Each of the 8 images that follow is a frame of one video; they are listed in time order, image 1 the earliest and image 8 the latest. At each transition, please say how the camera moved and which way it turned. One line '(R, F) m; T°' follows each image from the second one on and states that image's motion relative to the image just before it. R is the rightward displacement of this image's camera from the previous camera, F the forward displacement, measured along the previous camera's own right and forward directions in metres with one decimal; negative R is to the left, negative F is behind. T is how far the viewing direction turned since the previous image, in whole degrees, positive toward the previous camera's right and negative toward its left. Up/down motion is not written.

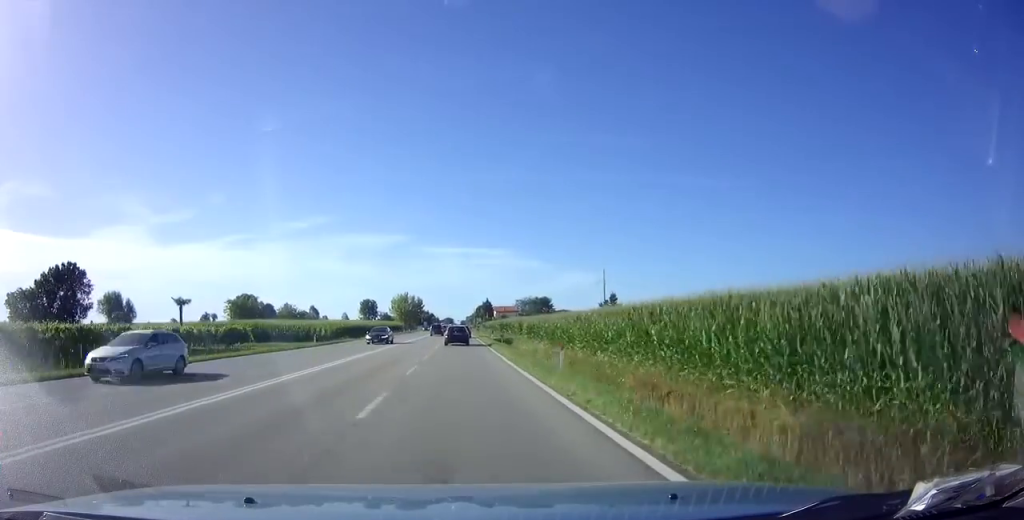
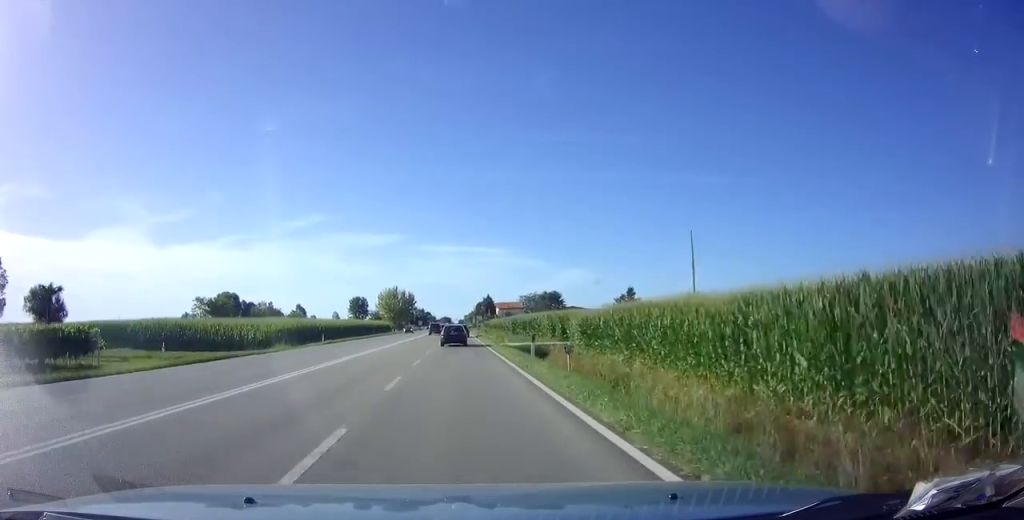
(0.0, +24.9) m; 0°
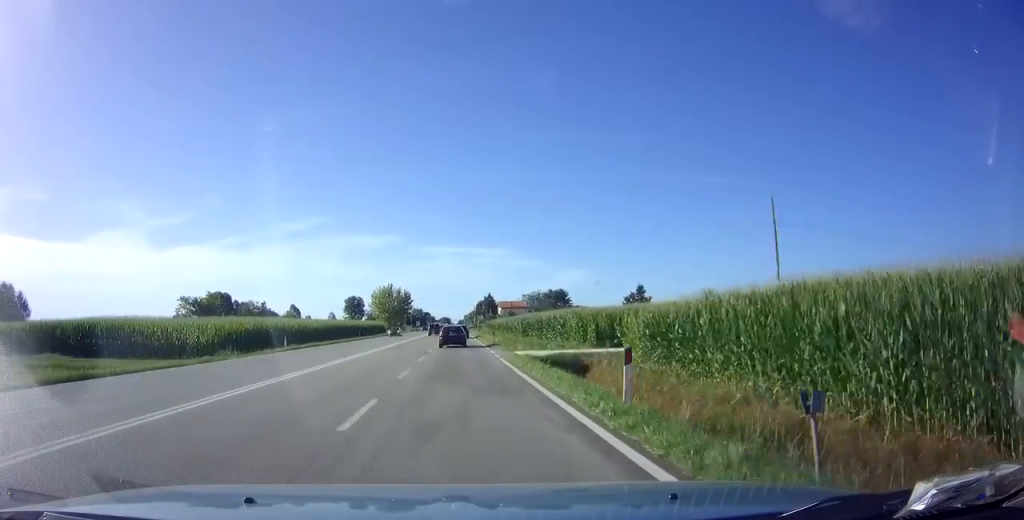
(0.0, +11.8) m; 0°
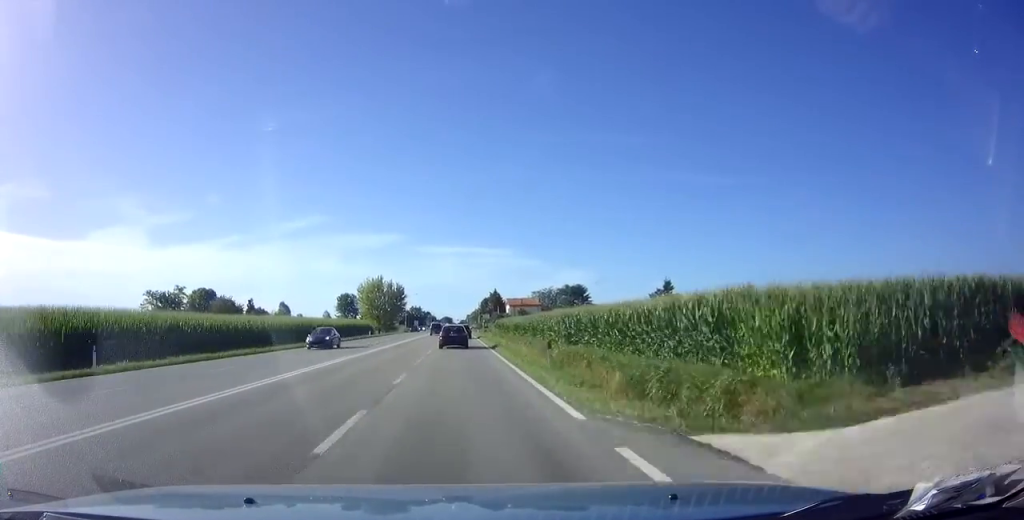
(0.0, +22.5) m; 0°
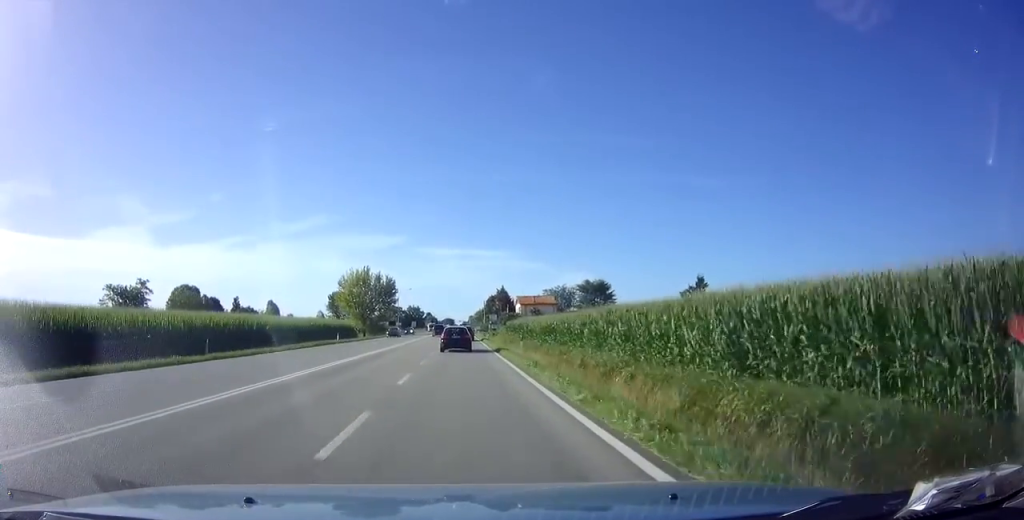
(-0.1, +21.3) m; 0°
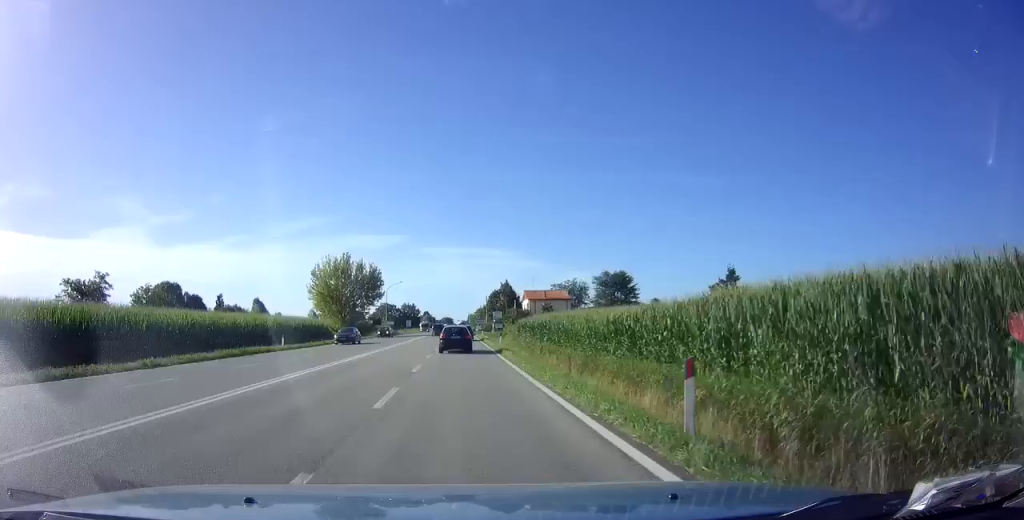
(0.0, +17.3) m; 0°
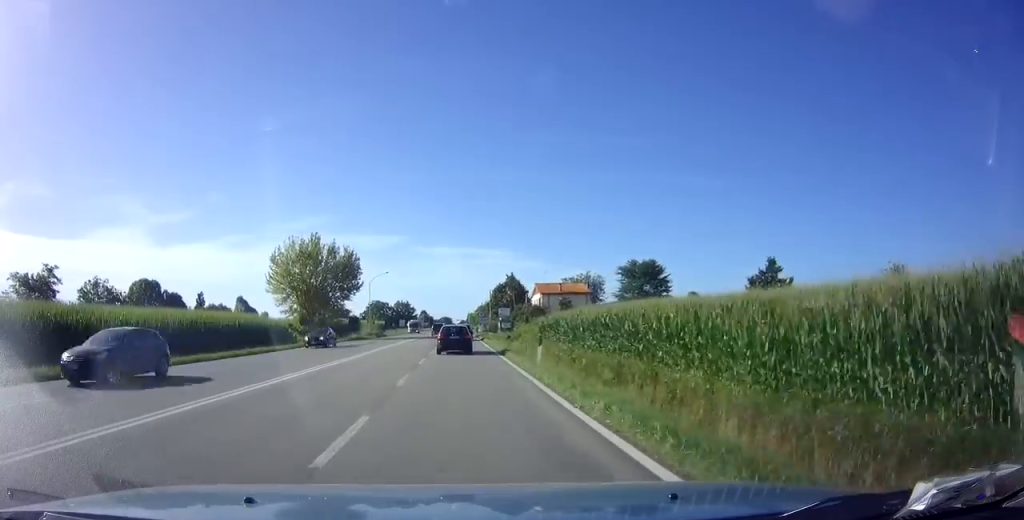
(+0.2, +18.7) m; 0°
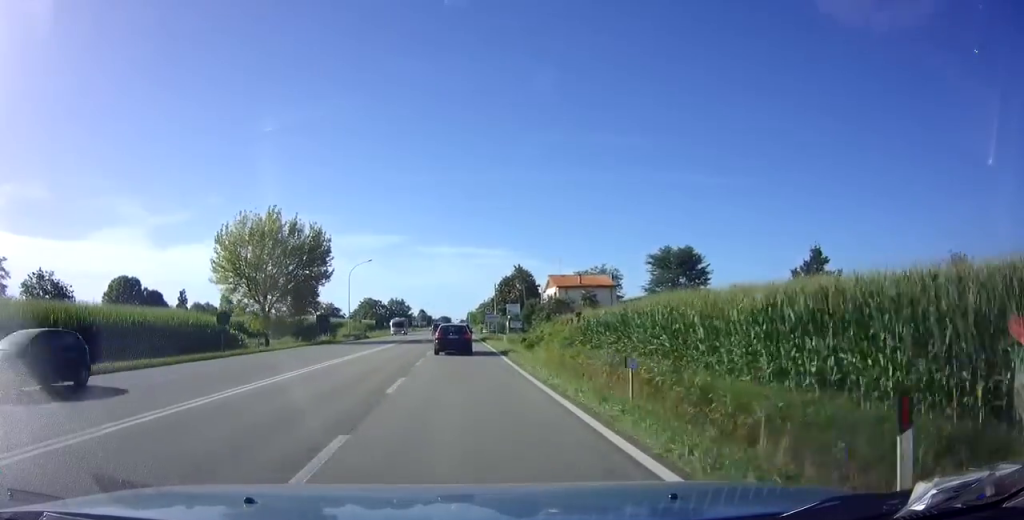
(-0.1, +15.4) m; 0°
